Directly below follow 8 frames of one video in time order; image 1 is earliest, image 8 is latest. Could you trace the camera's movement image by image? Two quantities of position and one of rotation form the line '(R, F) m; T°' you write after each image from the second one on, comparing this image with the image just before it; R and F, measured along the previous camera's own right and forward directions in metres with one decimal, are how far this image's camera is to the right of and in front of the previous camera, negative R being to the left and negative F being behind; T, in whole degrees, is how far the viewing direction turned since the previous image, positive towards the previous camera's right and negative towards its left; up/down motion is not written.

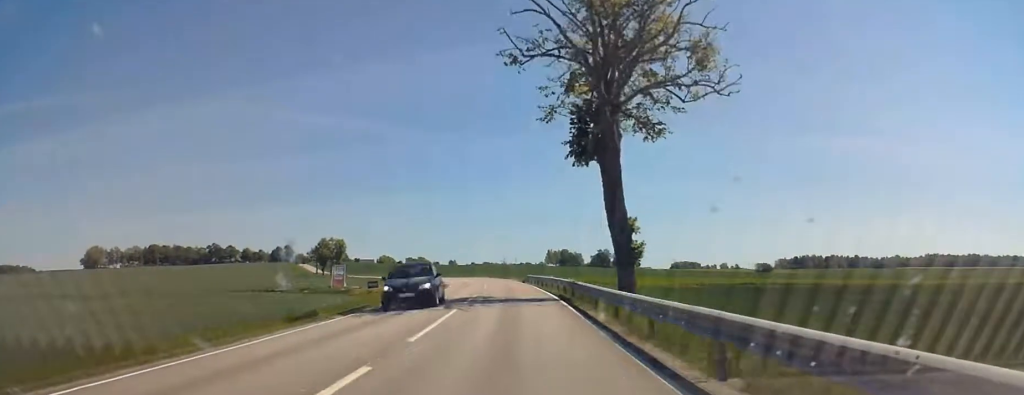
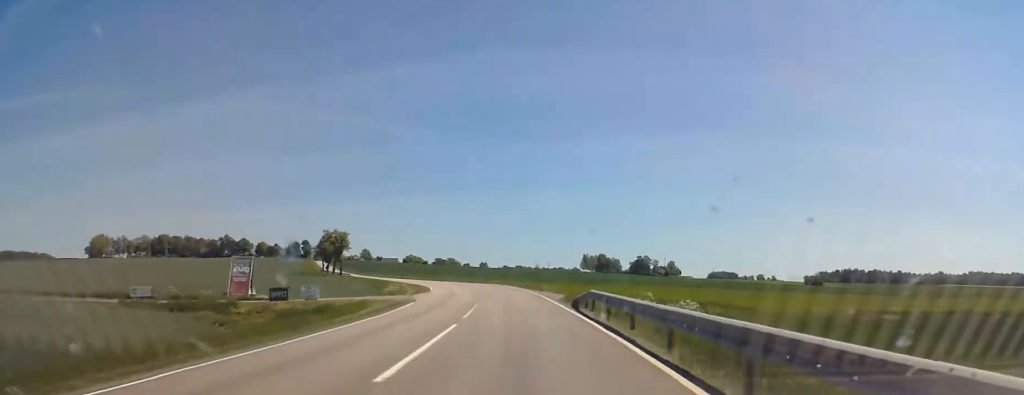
(+0.1, +39.6) m; 0°
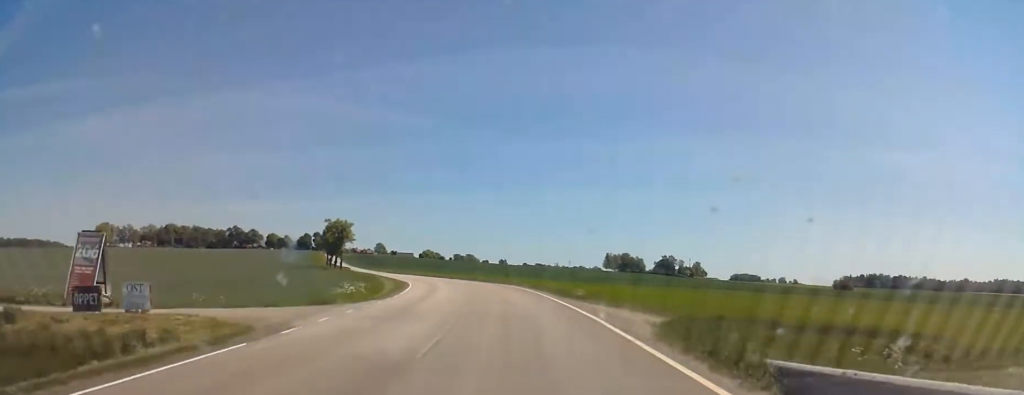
(-0.1, +22.0) m; 0°
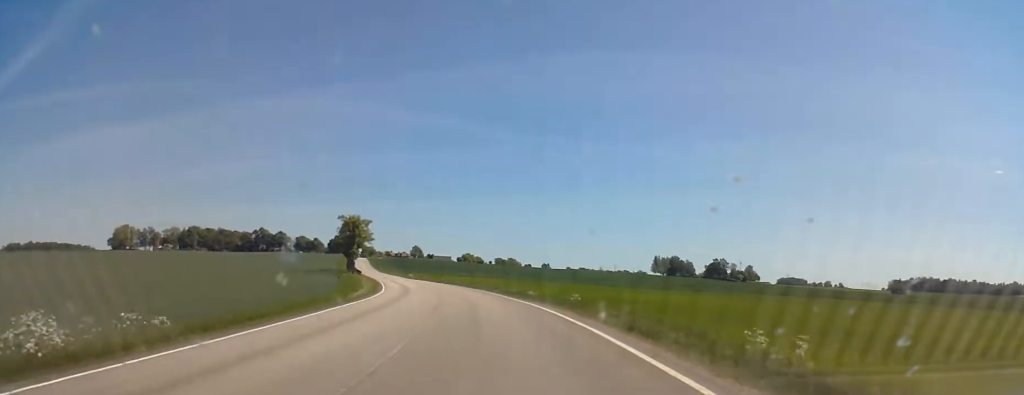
(-0.7, +29.9) m; -6°
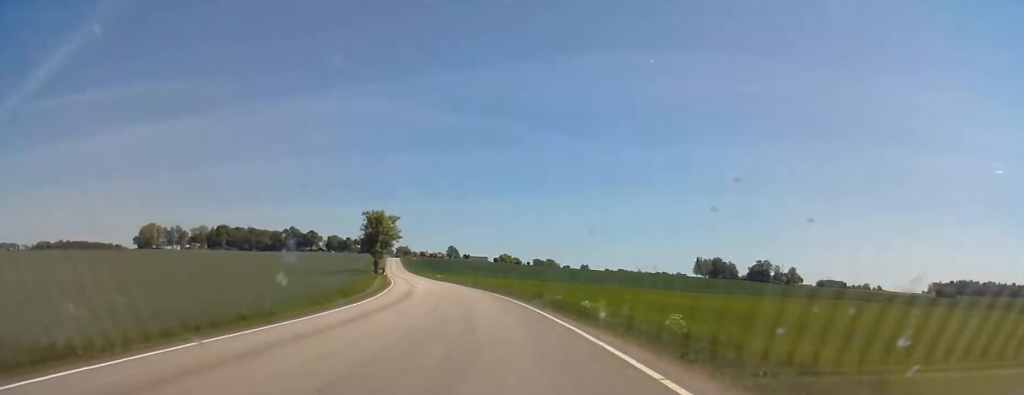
(-0.4, +14.3) m; -4°
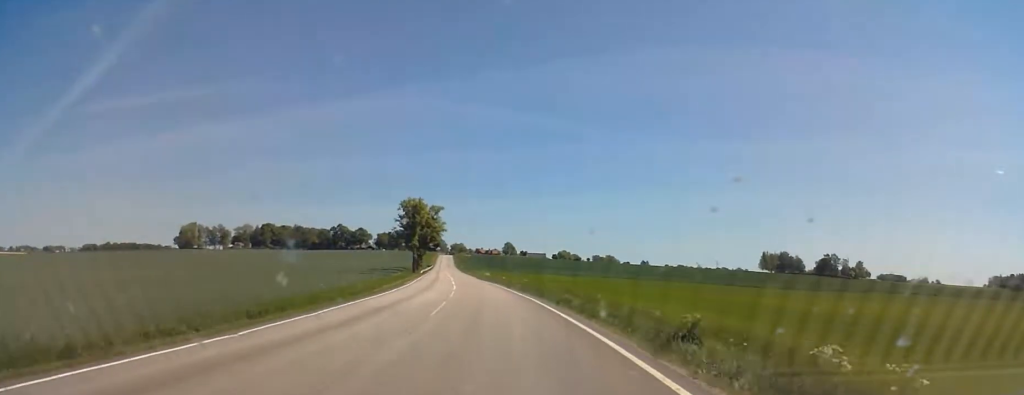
(-1.4, +22.0) m; -4°
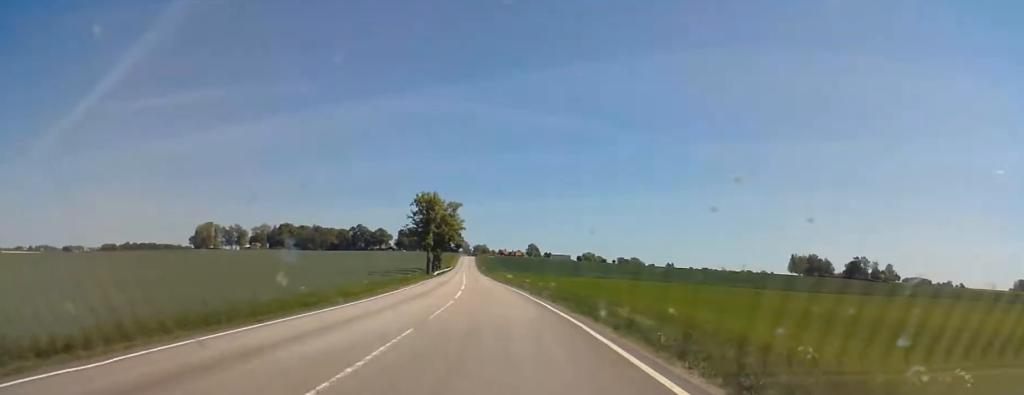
(0.0, +11.6) m; 0°
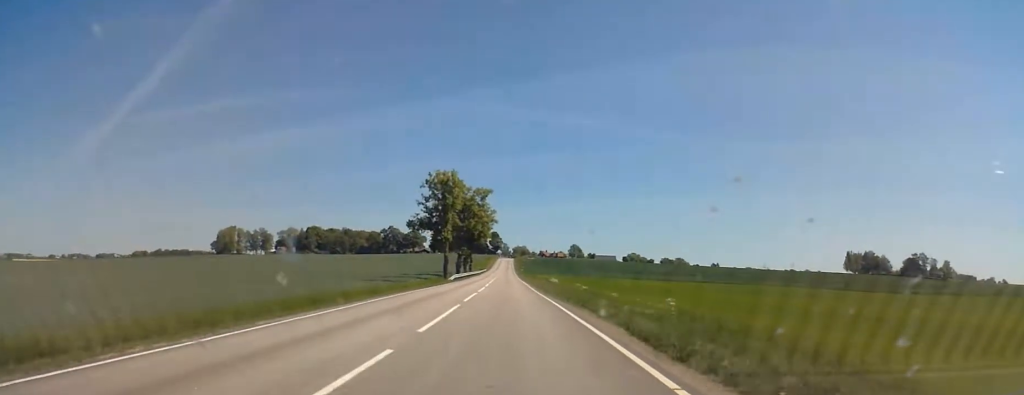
(-0.1, +28.1) m; -2°
